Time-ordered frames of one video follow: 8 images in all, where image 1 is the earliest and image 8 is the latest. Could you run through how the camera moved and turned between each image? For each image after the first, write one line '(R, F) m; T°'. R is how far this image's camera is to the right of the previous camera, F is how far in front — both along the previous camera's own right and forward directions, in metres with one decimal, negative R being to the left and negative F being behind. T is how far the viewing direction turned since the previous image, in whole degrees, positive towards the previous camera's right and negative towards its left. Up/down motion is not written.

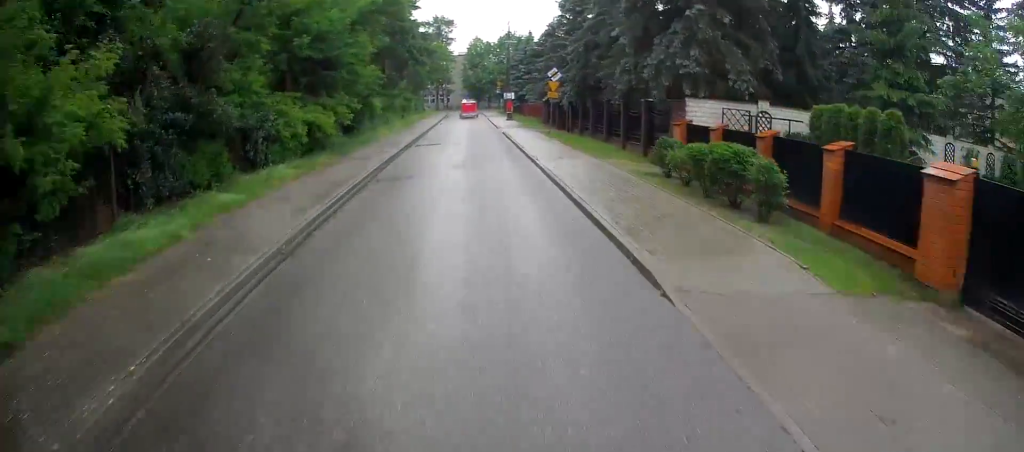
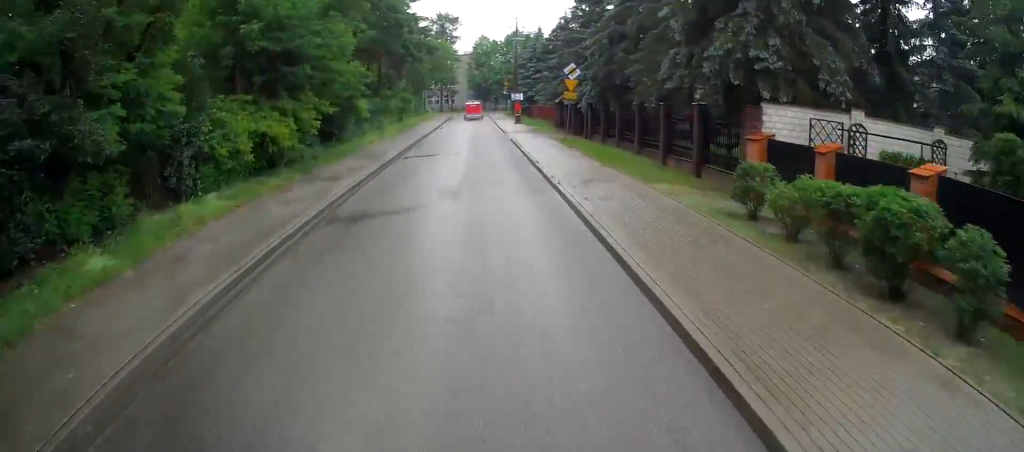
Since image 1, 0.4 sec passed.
(-0.2, +5.5) m; 0°
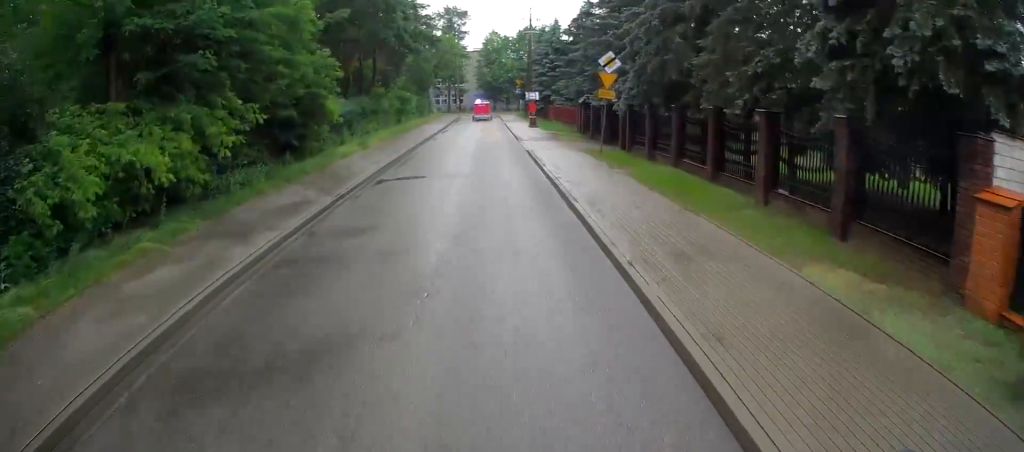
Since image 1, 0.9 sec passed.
(-0.1, +7.3) m; 0°
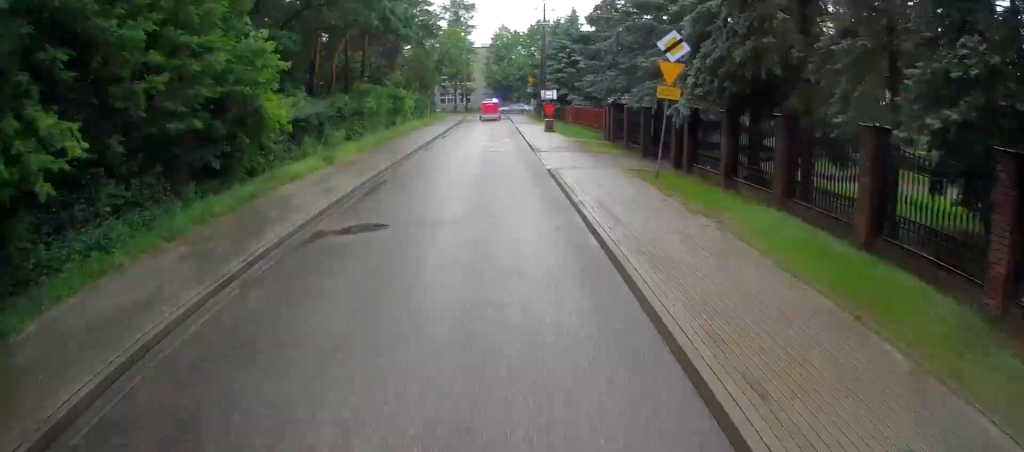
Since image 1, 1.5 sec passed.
(+0.1, +7.0) m; 0°
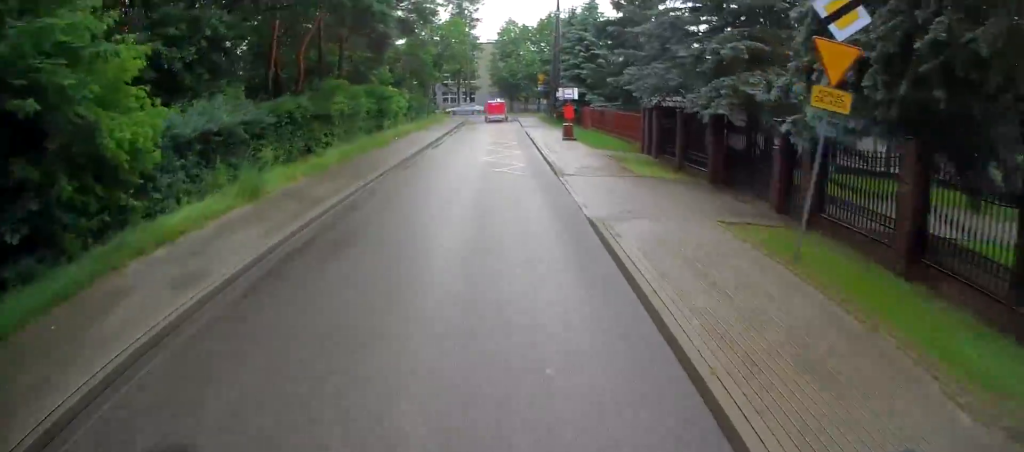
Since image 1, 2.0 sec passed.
(+0.1, +7.5) m; 0°
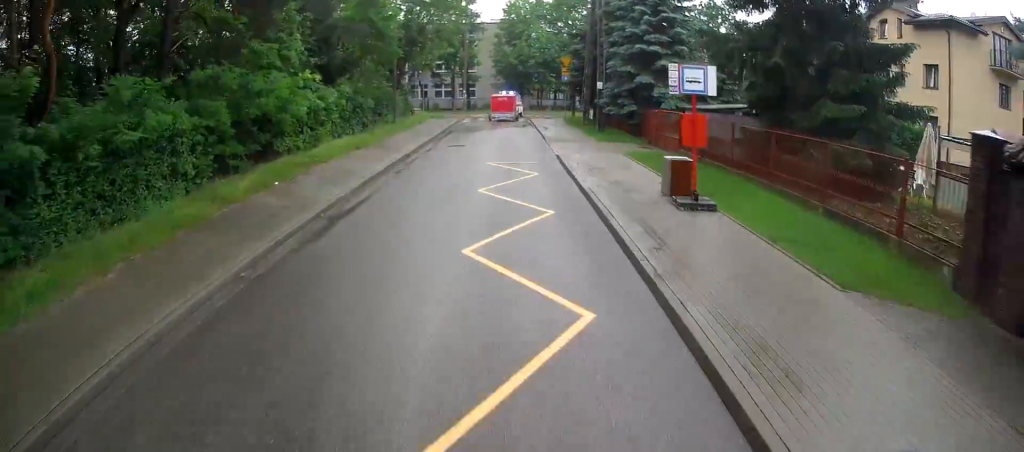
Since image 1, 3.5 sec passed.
(-0.3, +19.6) m; -1°
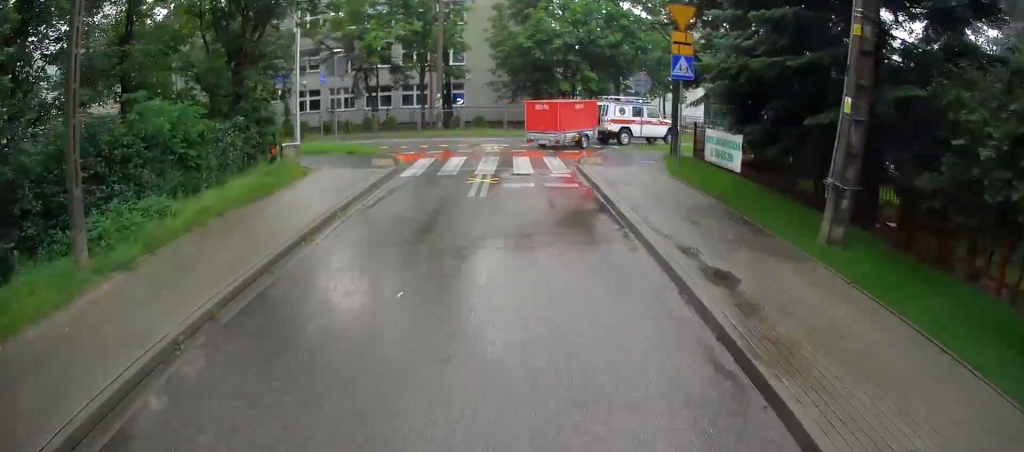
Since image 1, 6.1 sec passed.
(-0.1, +29.3) m; 0°
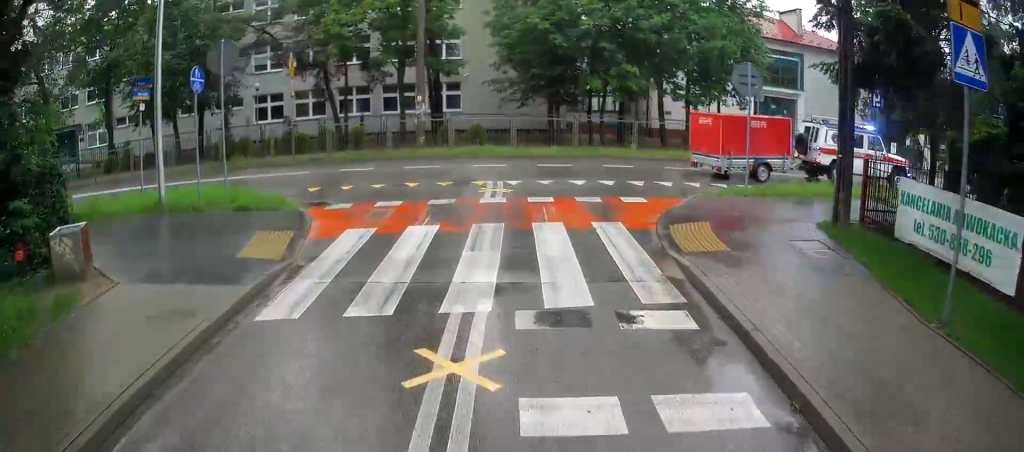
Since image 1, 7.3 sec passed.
(+0.1, +11.6) m; +2°
